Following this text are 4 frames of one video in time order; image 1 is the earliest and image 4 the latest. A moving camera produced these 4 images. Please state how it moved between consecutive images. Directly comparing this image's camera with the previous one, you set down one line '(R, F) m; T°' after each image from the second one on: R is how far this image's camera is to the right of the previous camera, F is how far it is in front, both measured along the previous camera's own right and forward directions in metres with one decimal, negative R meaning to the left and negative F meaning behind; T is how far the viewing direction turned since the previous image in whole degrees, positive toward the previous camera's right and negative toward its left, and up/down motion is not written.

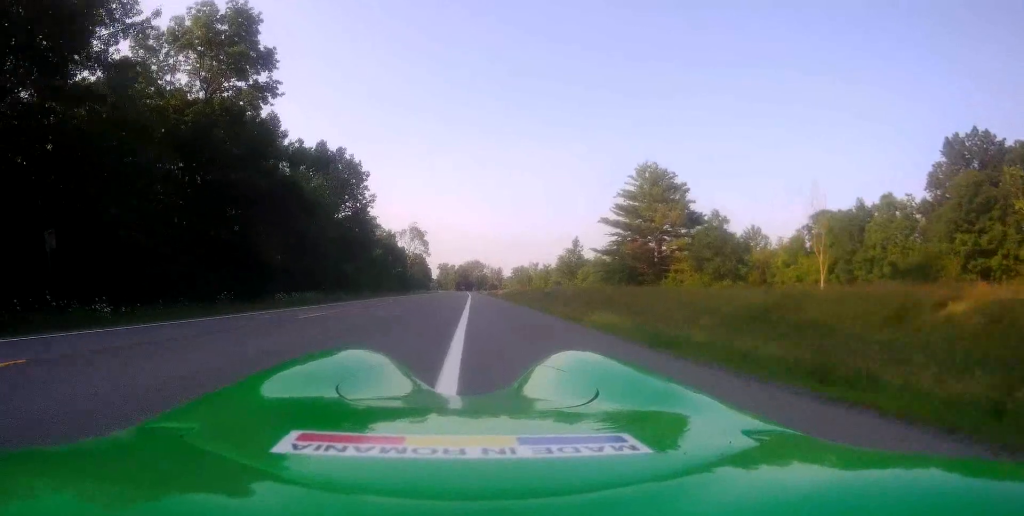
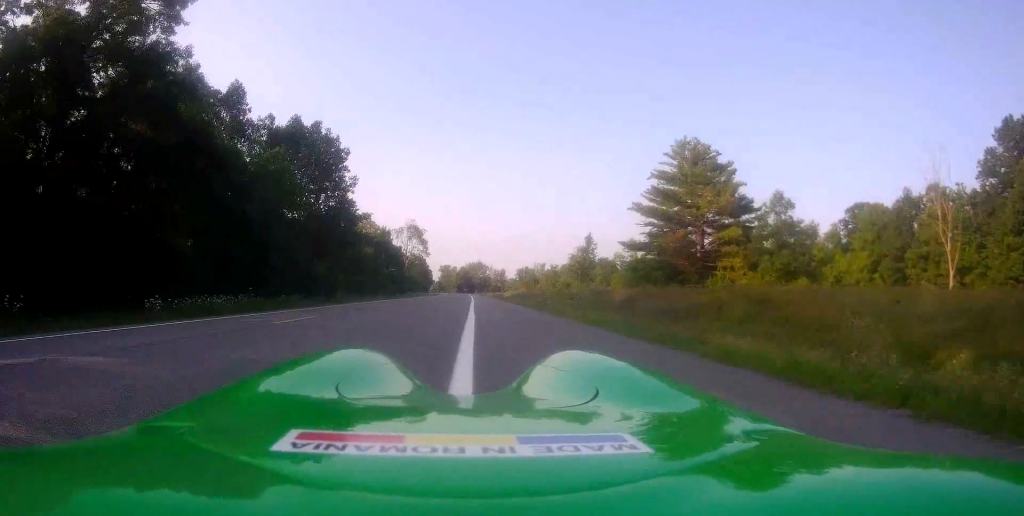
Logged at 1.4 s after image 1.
(0.0, +14.1) m; 0°
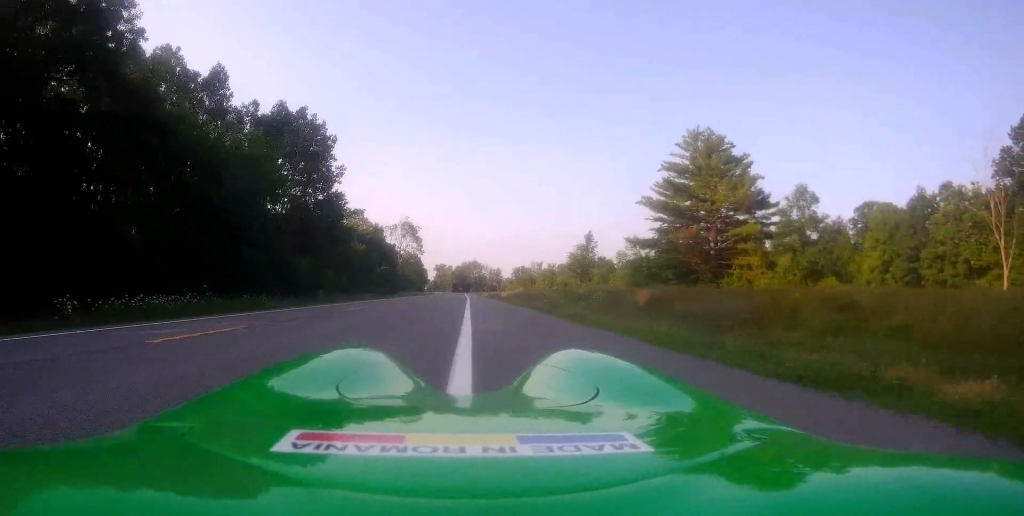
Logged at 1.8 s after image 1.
(0.0, +4.6) m; 0°
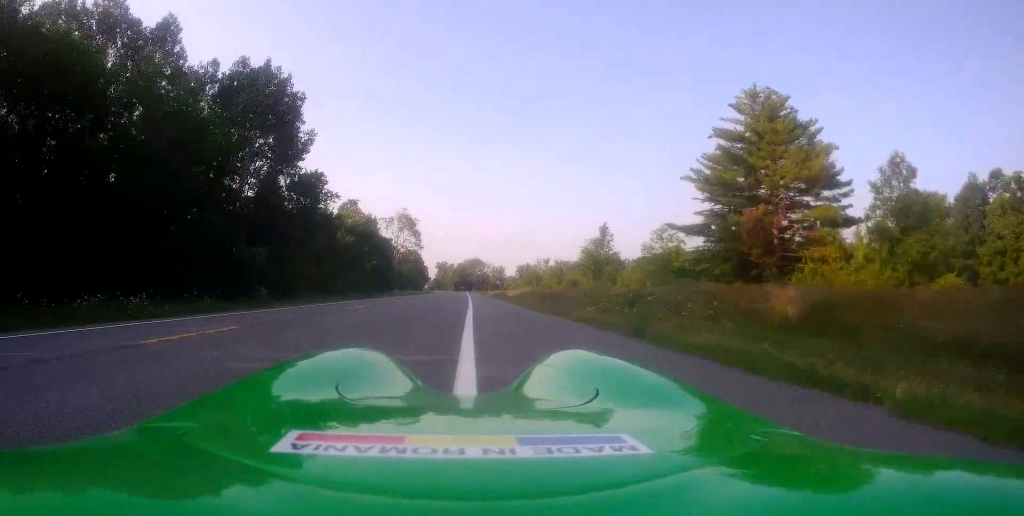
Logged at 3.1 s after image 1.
(0.0, +12.6) m; -1°
